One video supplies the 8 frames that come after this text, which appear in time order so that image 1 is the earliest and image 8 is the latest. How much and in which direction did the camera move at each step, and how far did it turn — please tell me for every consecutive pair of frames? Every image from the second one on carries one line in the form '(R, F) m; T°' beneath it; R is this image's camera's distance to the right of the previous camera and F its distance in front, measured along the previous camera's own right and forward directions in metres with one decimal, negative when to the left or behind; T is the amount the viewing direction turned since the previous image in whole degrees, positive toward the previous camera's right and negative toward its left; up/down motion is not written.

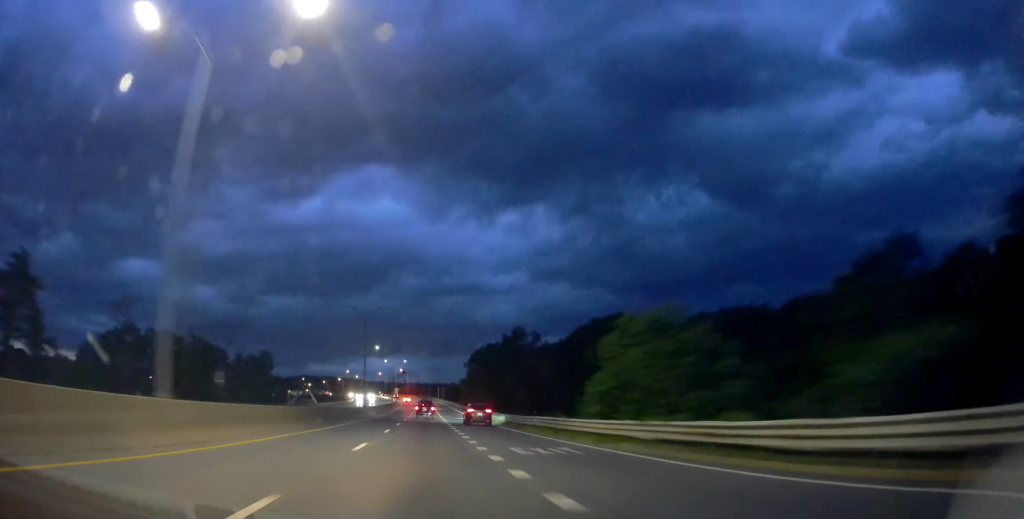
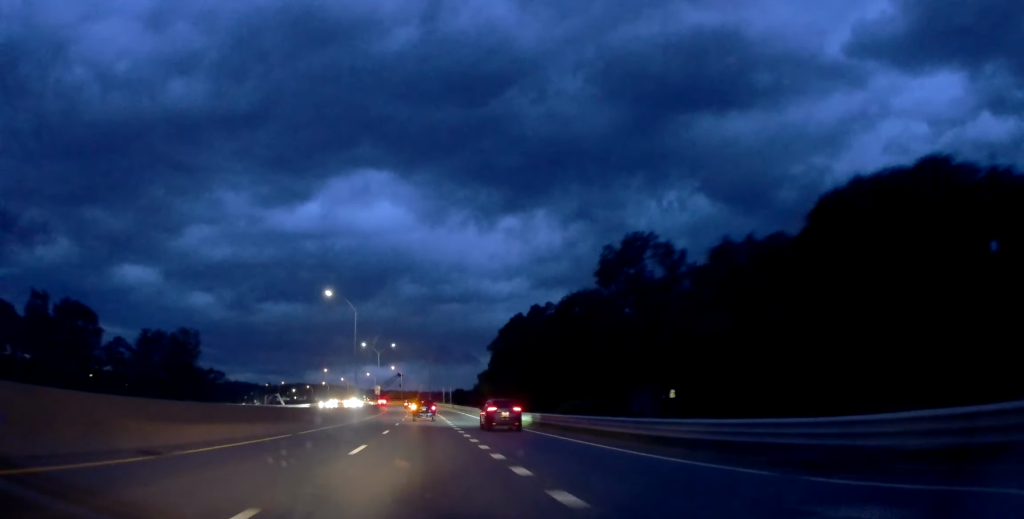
(0.0, +62.8) m; -1°
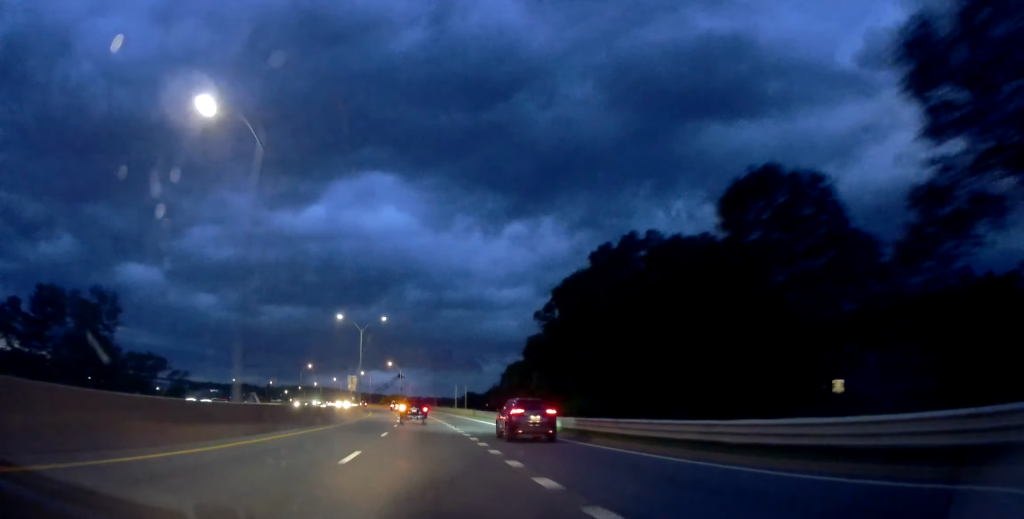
(-0.8, +40.0) m; 0°
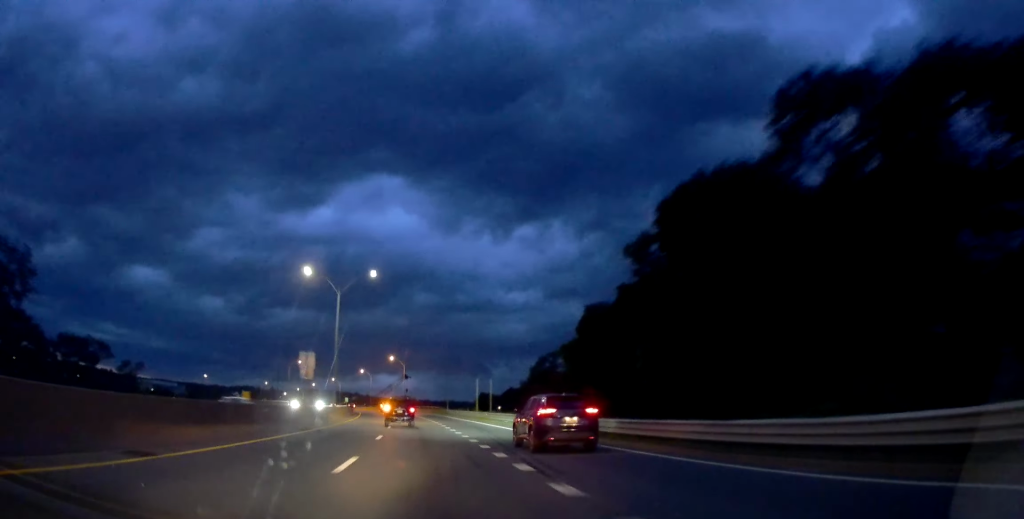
(+1.0, +27.0) m; 0°
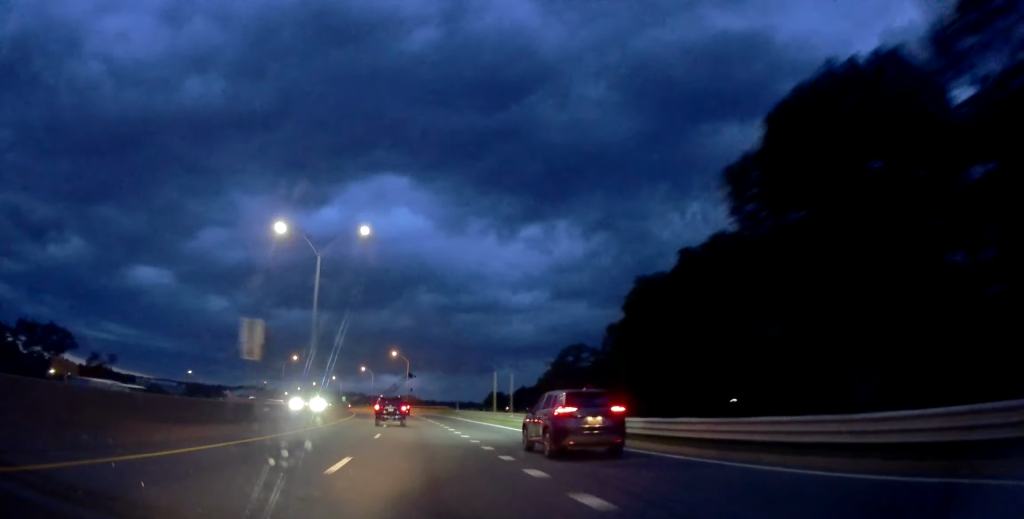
(-0.3, +12.7) m; -1°
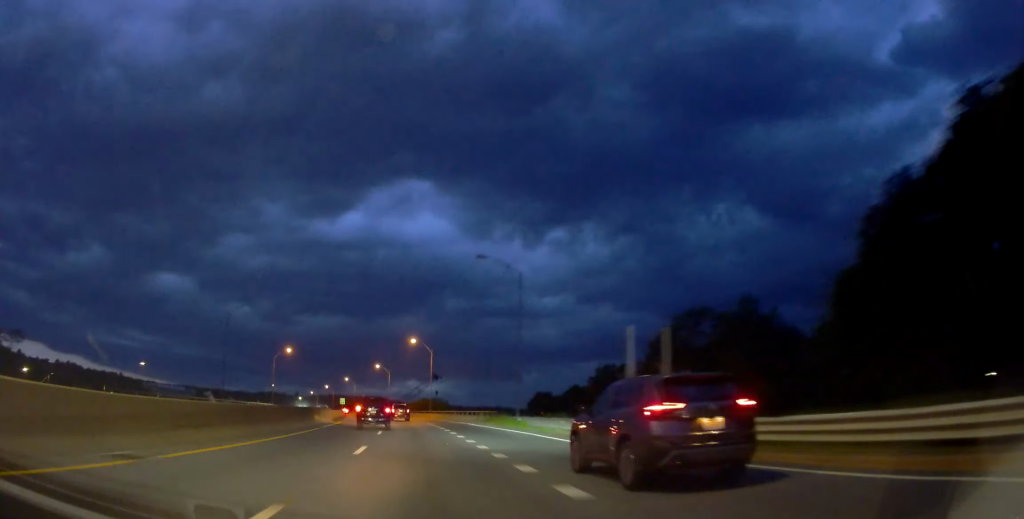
(-0.9, +33.5) m; -1°
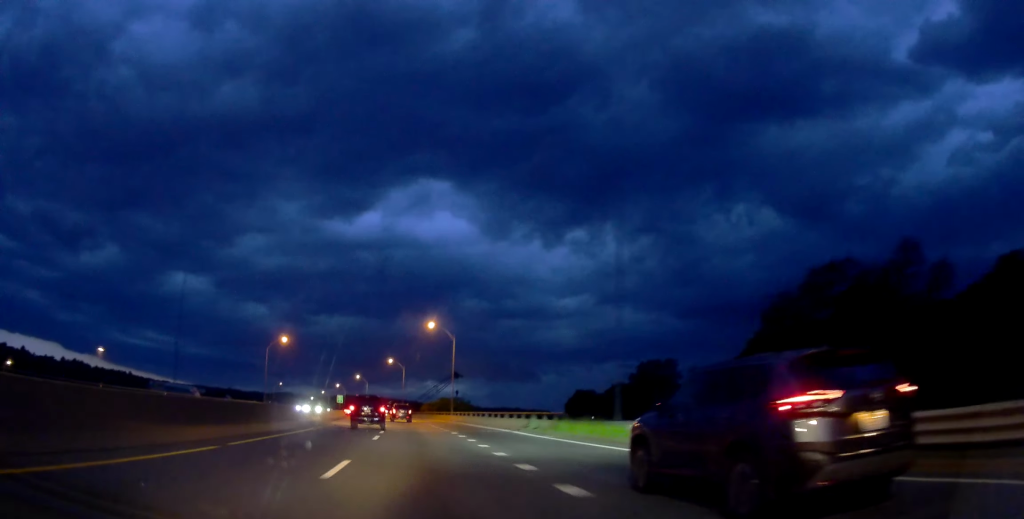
(-0.3, +19.4) m; 0°
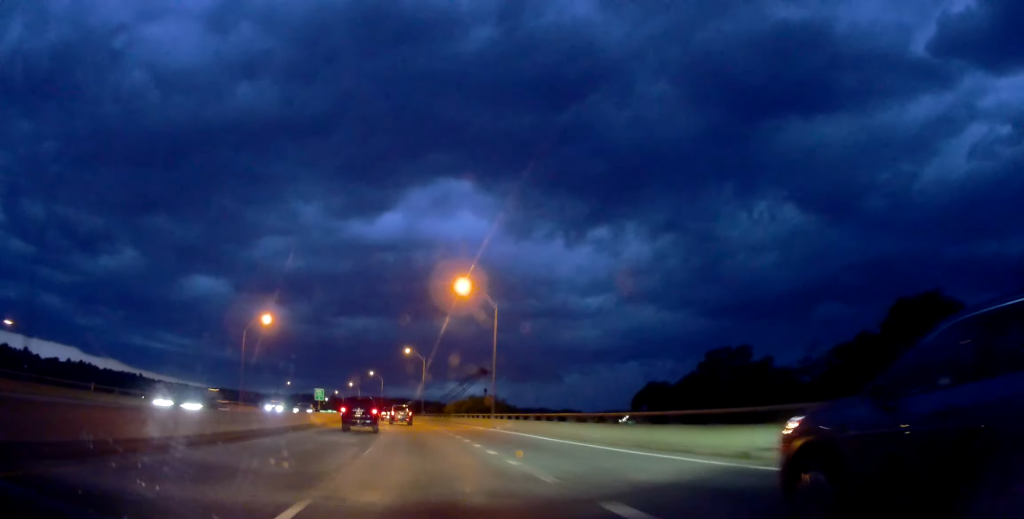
(+0.8, +25.5) m; 0°
